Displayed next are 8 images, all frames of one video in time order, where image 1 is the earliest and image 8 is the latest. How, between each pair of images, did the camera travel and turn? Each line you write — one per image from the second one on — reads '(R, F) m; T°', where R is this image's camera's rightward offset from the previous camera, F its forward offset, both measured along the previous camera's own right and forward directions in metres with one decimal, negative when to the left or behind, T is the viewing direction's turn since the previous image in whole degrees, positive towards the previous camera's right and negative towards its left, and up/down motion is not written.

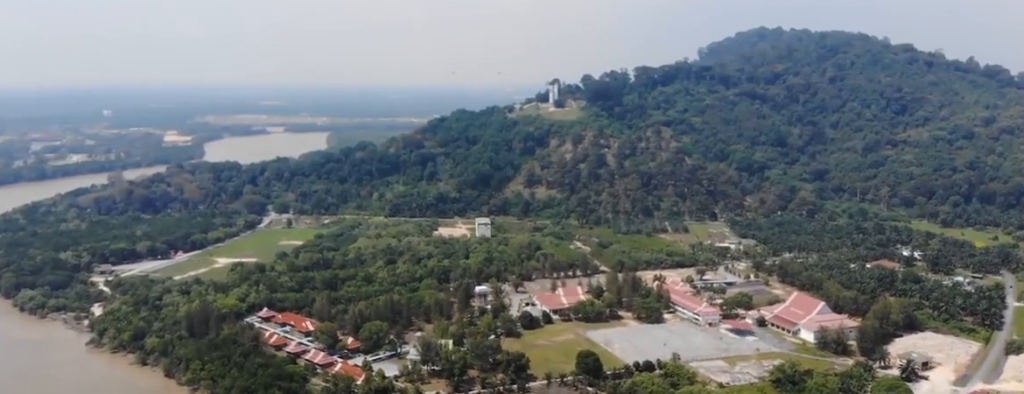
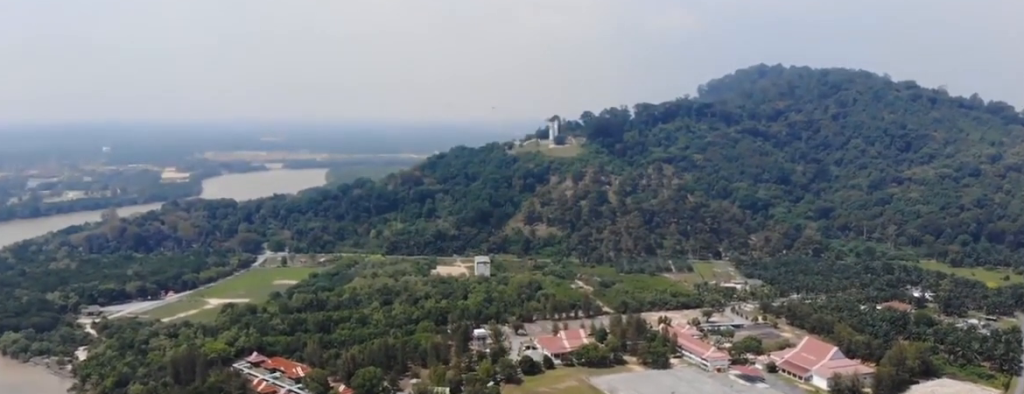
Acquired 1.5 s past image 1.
(0.0, +18.8) m; 0°
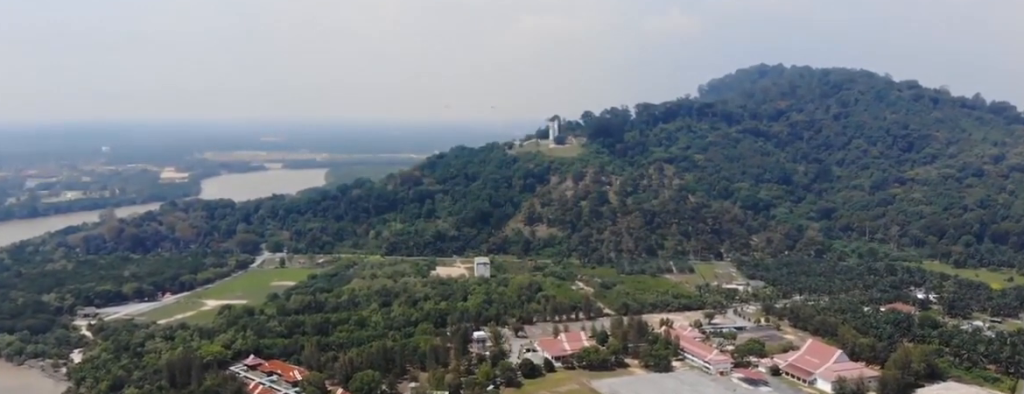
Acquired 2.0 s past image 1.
(0.0, +6.7) m; 0°
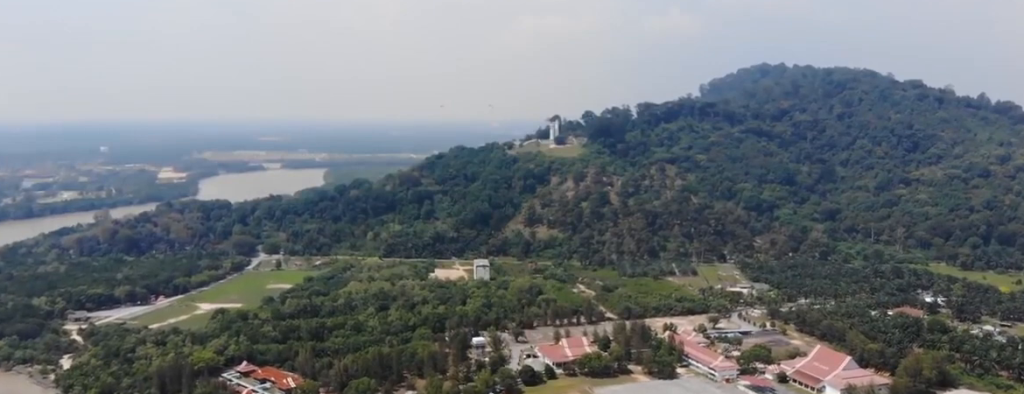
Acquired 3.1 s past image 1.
(0.0, +13.9) m; 0°
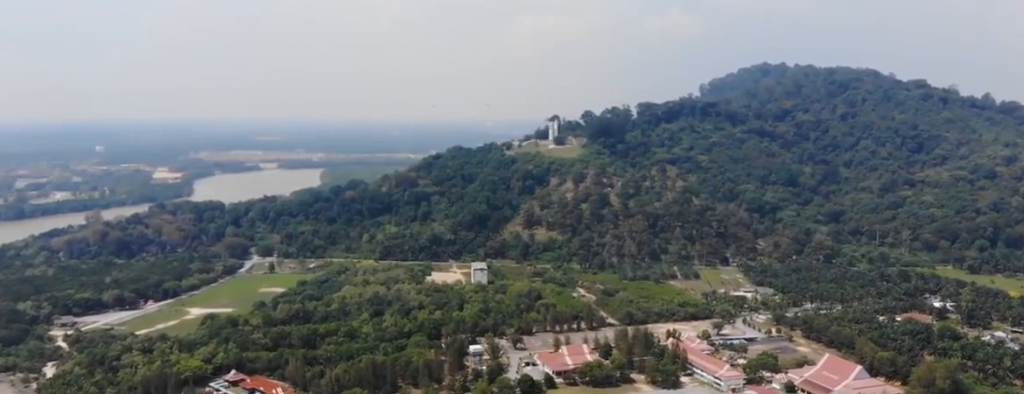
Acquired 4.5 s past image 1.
(0.0, +17.7) m; 0°
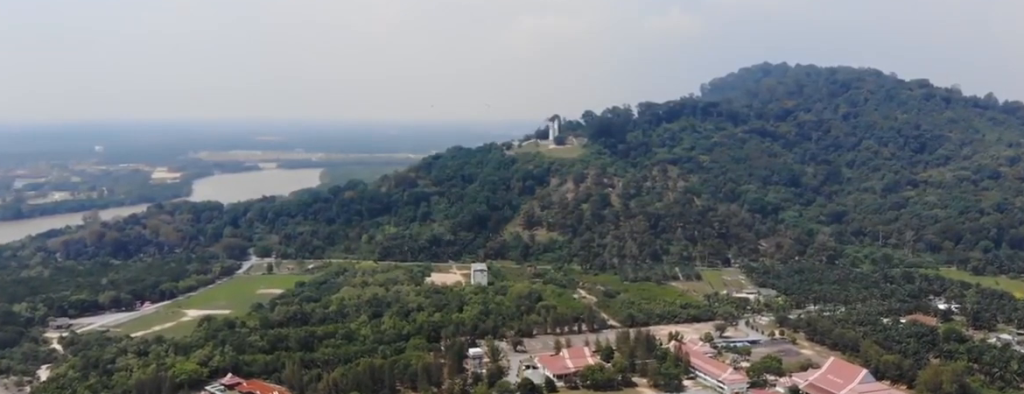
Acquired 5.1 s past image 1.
(0.0, +7.2) m; 0°
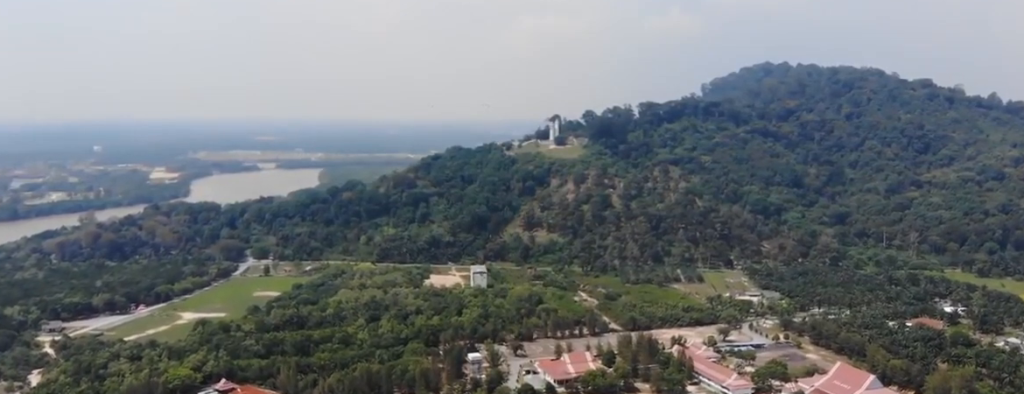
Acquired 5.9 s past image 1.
(0.0, +10.1) m; 0°
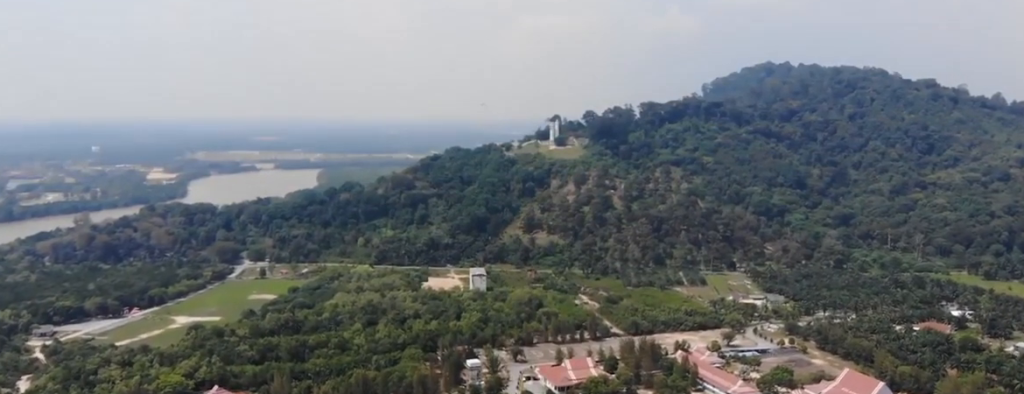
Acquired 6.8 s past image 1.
(0.0, +11.8) m; 0°
